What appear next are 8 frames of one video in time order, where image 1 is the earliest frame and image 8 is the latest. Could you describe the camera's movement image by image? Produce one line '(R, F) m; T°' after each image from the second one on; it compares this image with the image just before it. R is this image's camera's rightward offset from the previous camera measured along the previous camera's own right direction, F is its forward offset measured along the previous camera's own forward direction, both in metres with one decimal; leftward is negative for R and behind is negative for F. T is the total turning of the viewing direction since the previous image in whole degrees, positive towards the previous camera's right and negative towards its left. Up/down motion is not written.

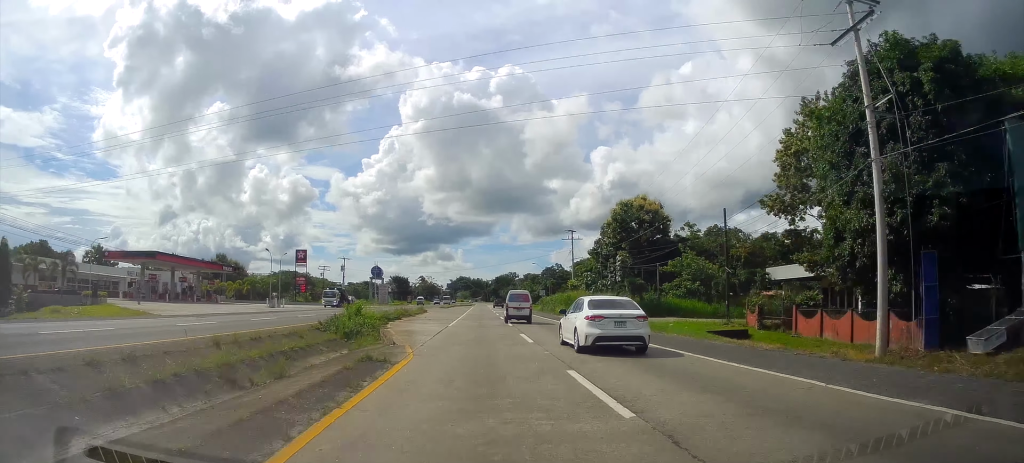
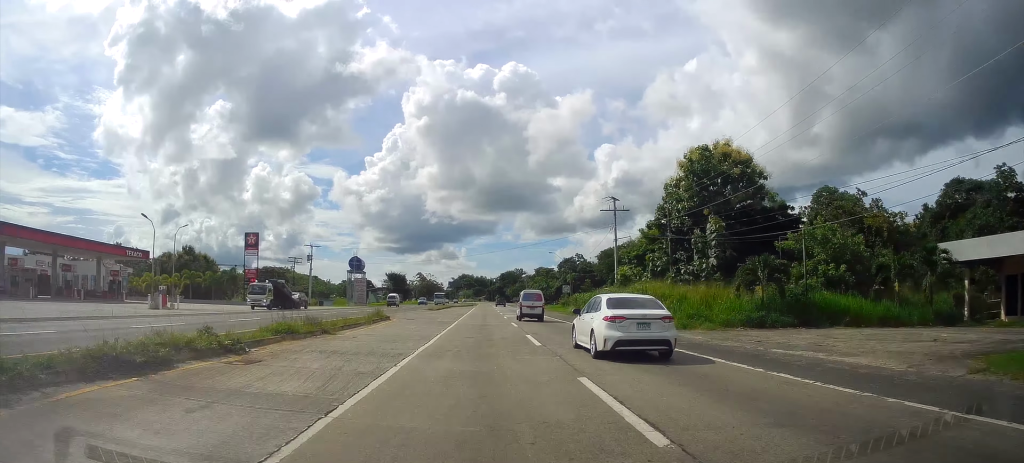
(+0.1, +26.0) m; +1°
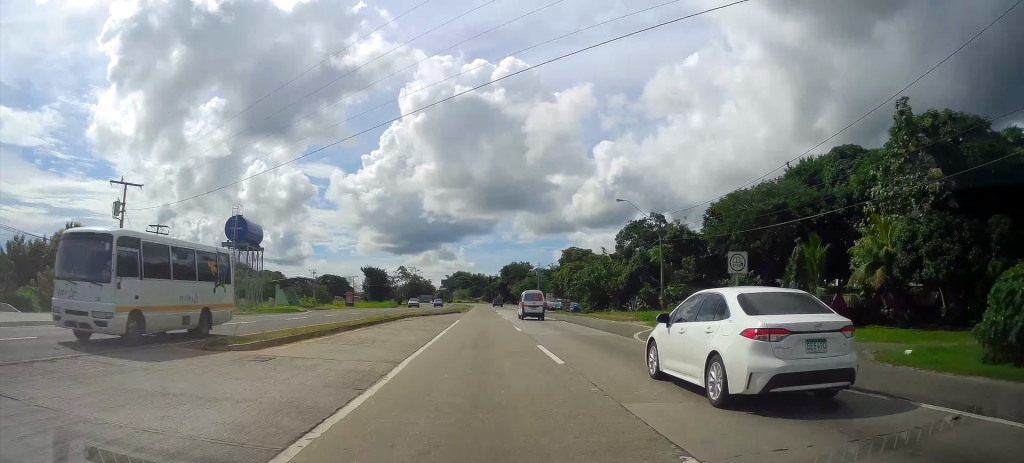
(+0.2, +53.0) m; 0°
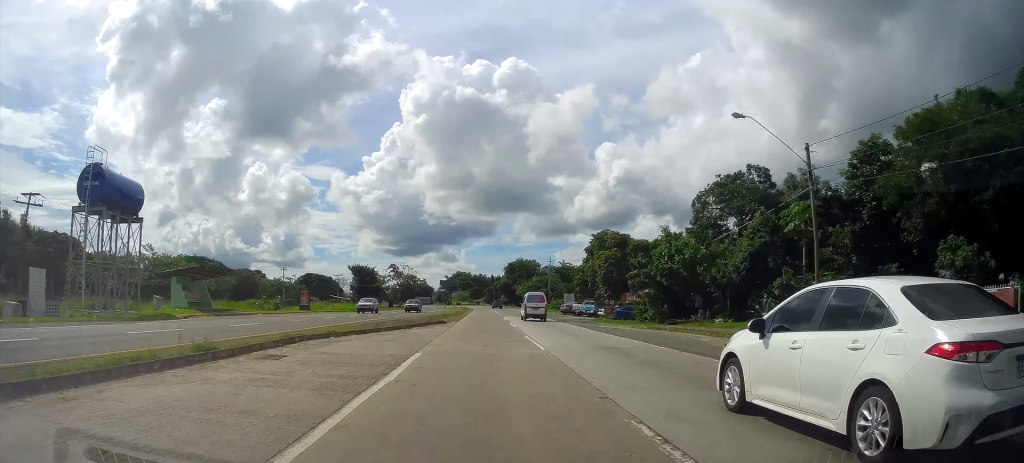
(-0.3, +23.3) m; 0°
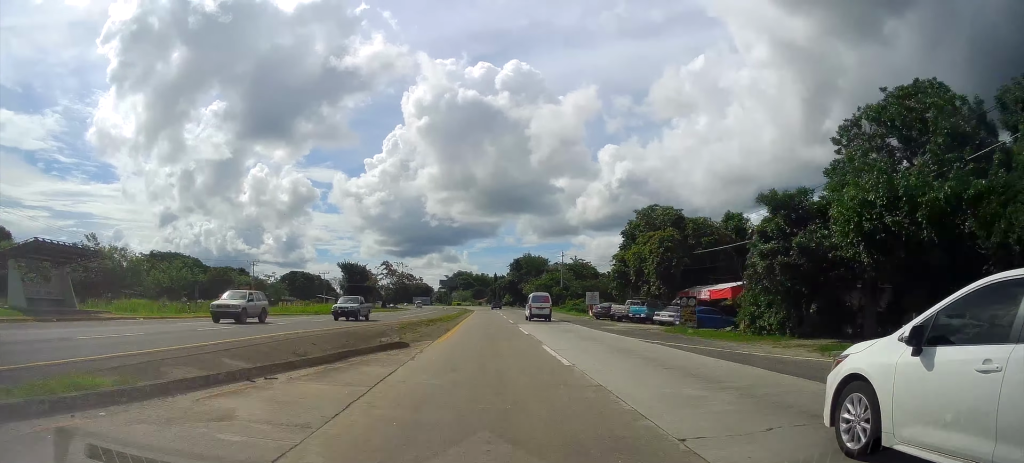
(+0.2, +18.2) m; 0°
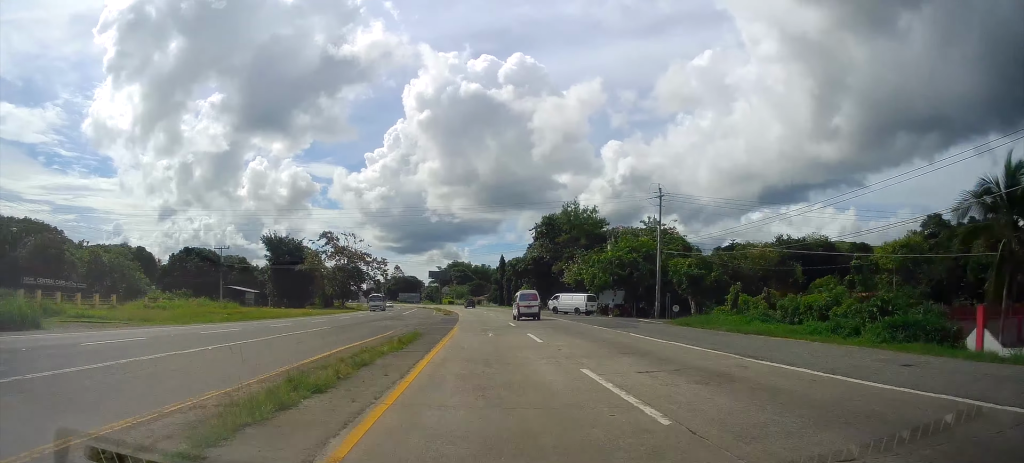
(-0.8, +67.9) m; -2°
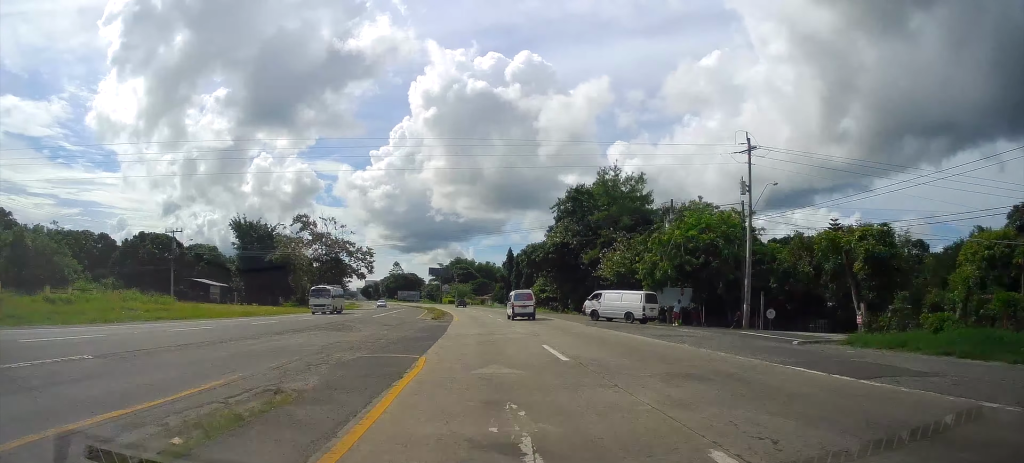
(-0.1, +18.5) m; 0°
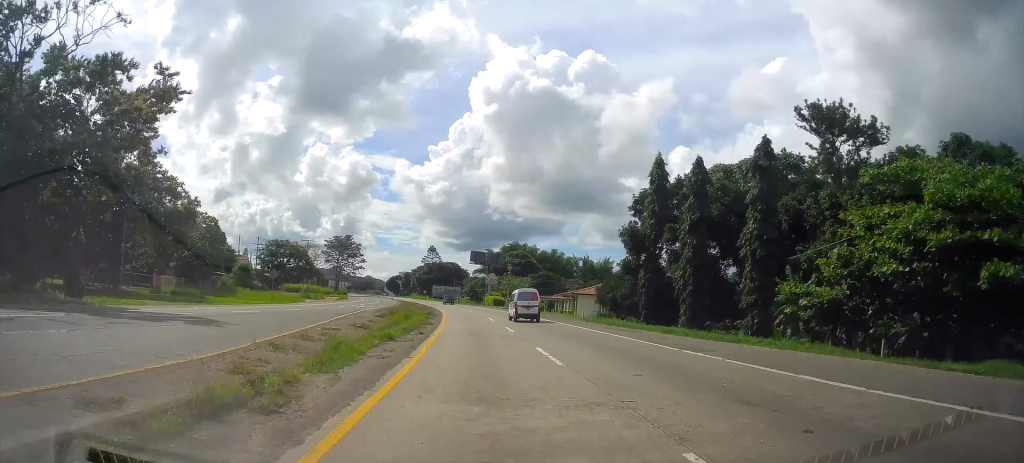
(-0.7, +73.9) m; -4°
